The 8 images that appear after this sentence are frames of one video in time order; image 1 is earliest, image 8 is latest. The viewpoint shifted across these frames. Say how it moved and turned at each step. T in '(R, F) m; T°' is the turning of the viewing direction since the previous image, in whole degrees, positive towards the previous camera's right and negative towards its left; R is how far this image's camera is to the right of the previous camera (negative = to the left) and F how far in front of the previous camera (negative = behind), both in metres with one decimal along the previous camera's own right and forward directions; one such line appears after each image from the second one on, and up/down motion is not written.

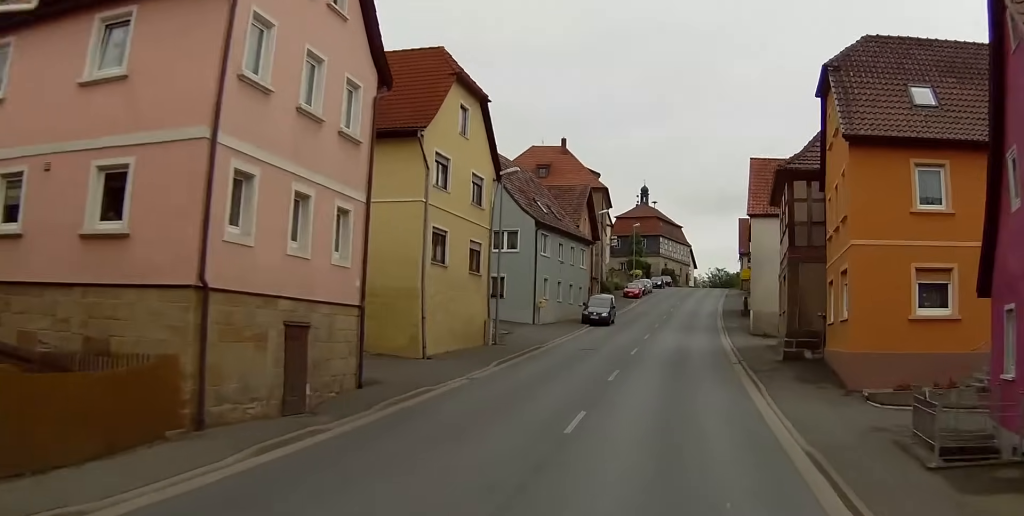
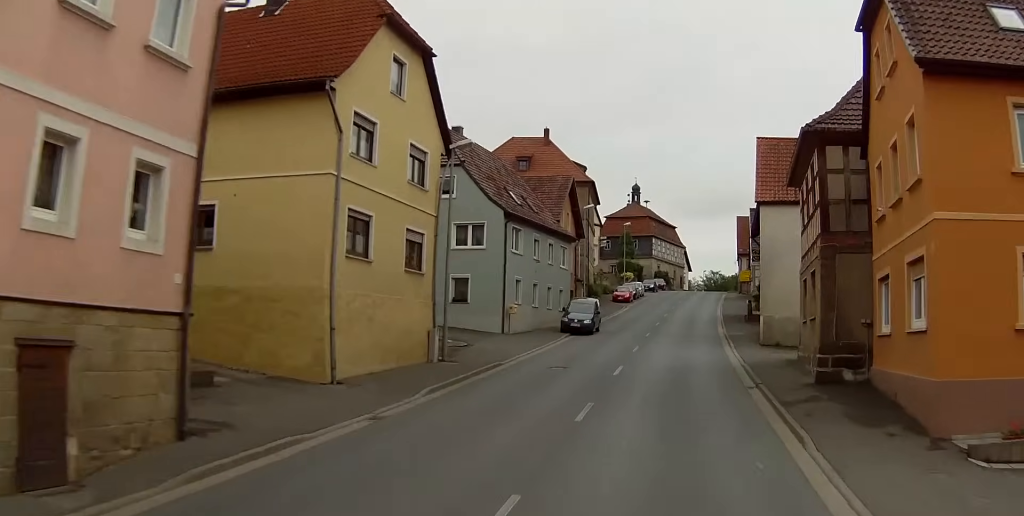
(0.0, +7.6) m; 0°
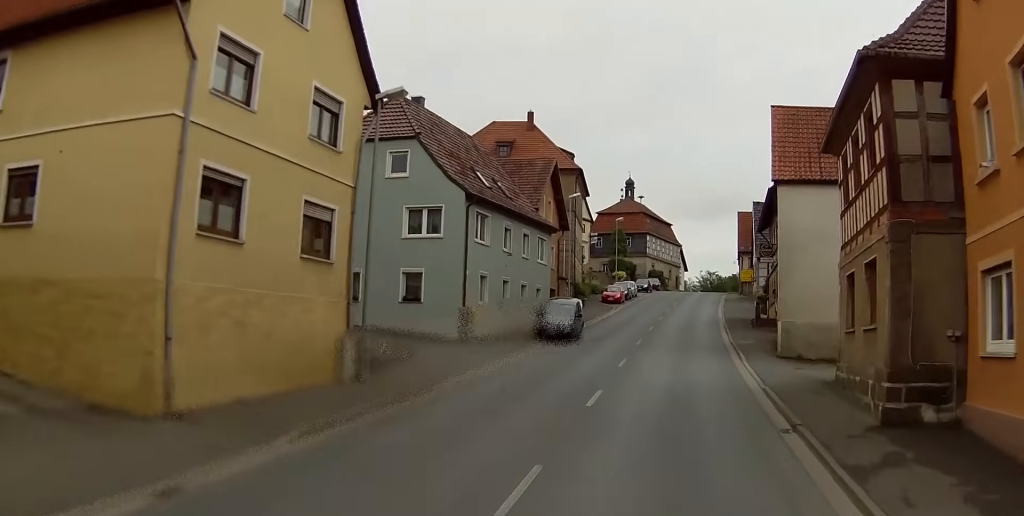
(0.0, +7.6) m; 0°
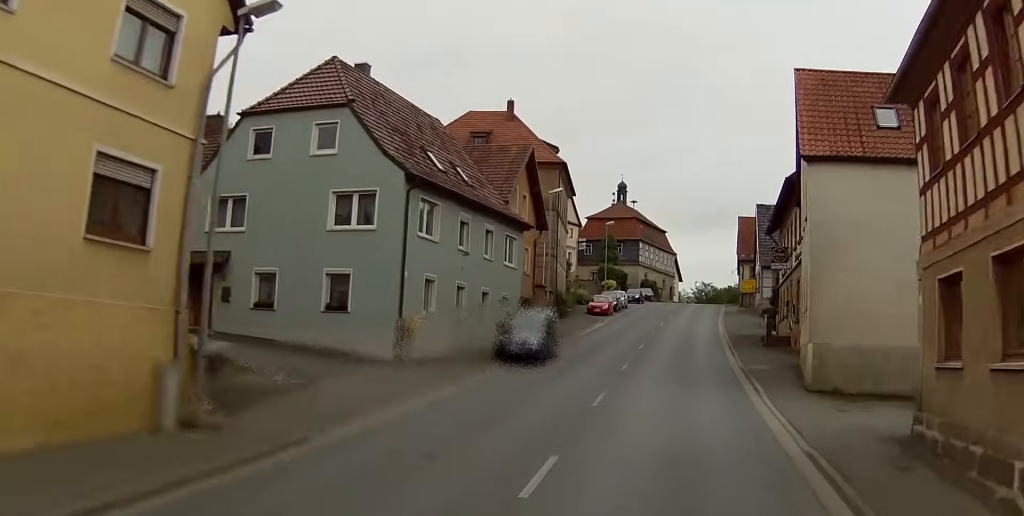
(0.0, +8.0) m; 0°
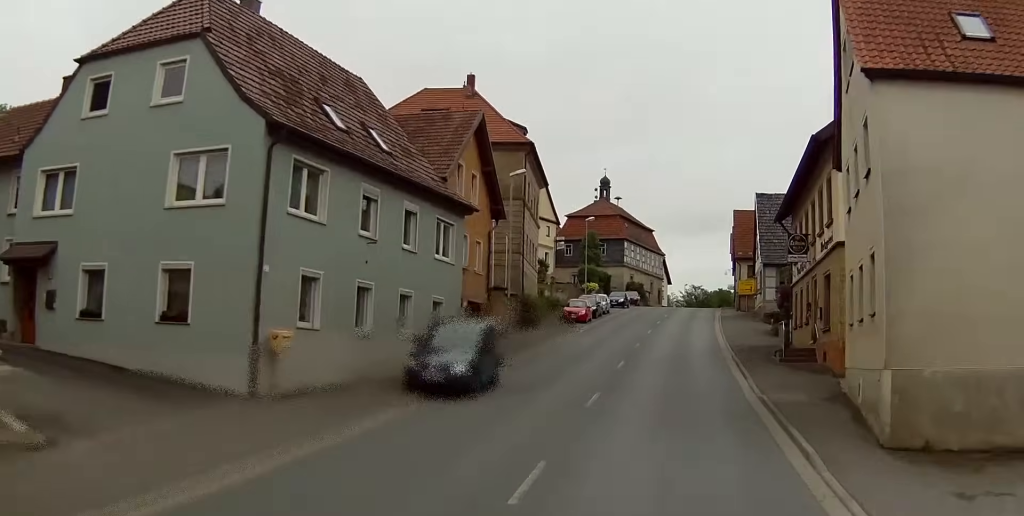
(0.0, +9.7) m; 0°
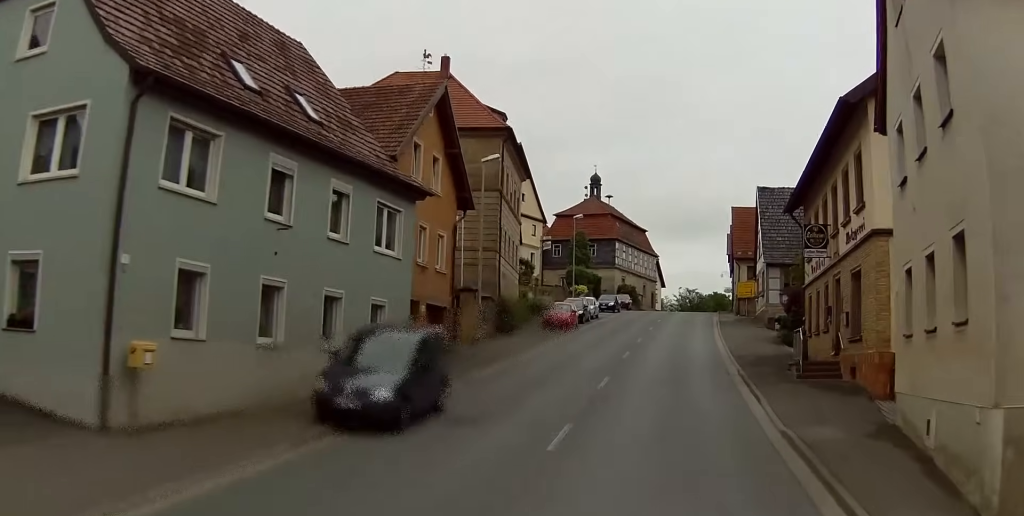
(0.0, +5.4) m; 0°
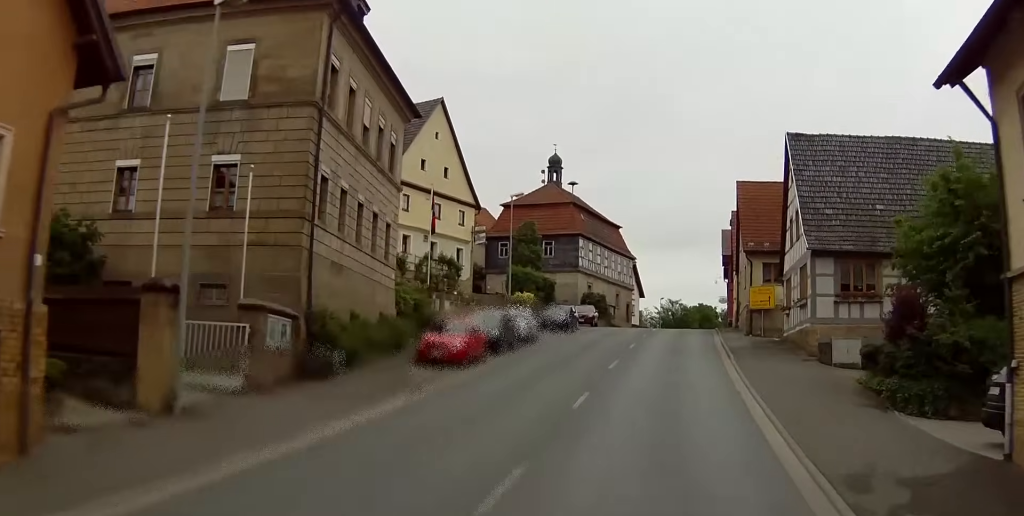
(0.0, +23.2) m; 0°
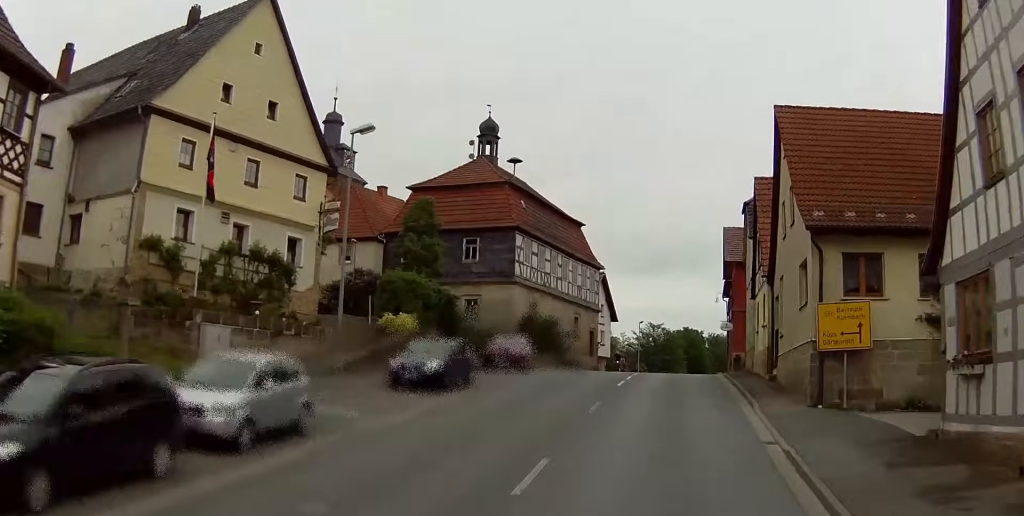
(0.0, +26.9) m; 0°
